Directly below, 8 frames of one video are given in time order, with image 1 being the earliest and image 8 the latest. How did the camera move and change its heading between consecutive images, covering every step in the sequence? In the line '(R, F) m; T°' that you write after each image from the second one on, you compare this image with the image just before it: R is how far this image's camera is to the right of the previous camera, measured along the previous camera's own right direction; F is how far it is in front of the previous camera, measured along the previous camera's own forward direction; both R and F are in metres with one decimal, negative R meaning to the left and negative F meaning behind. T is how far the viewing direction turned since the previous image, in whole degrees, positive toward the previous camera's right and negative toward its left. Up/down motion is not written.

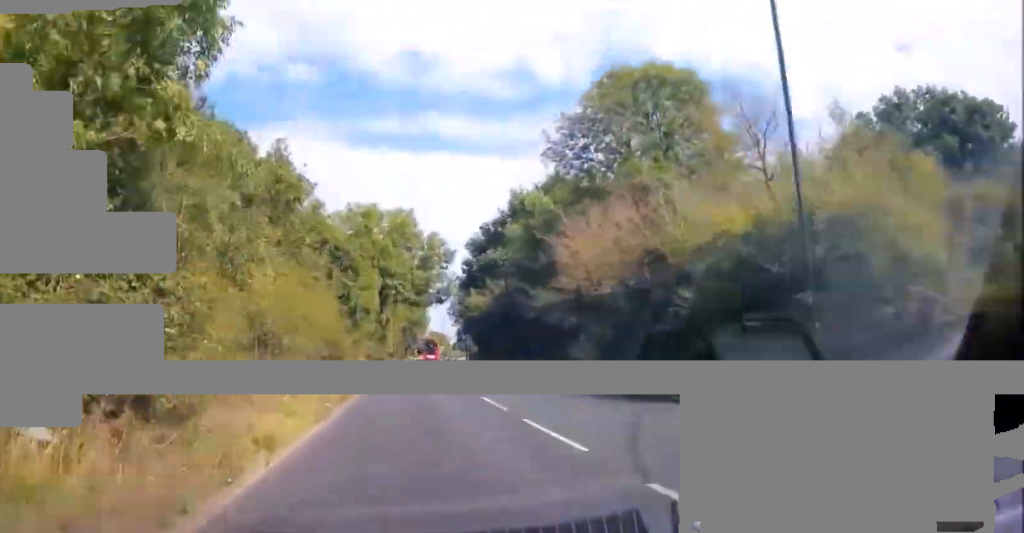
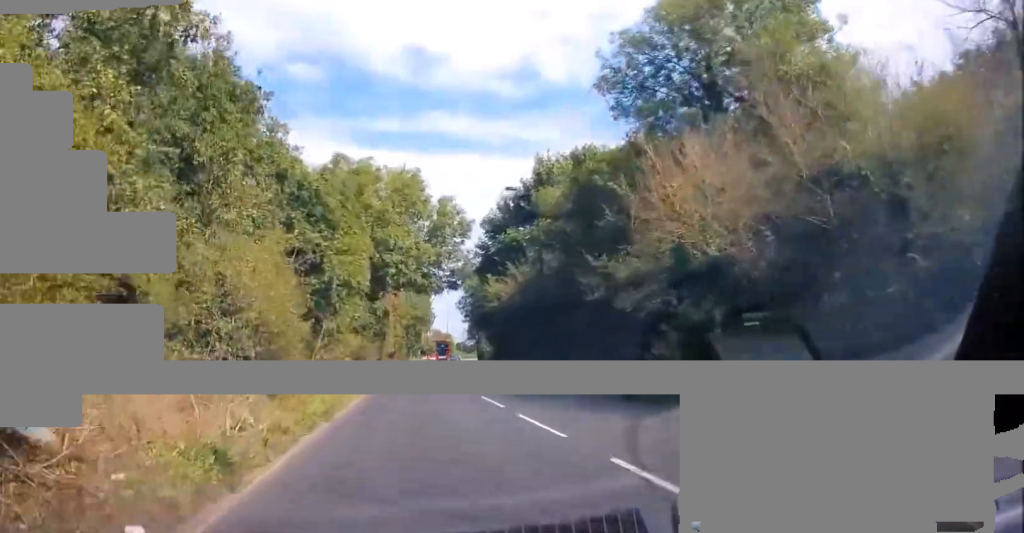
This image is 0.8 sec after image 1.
(0.0, +9.4) m; -2°
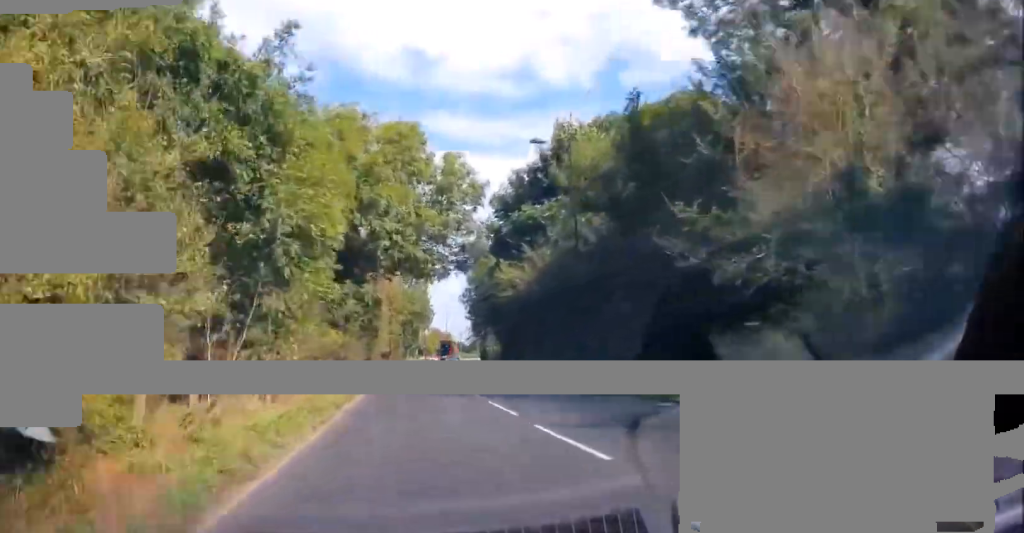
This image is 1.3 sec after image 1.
(-0.3, +9.5) m; -1°
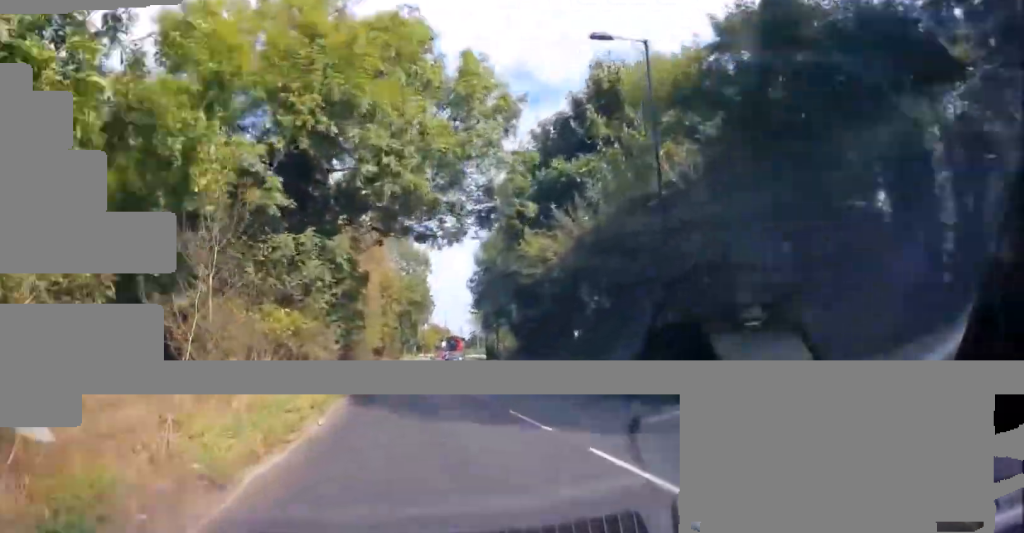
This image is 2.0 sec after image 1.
(-0.1, +11.8) m; -1°
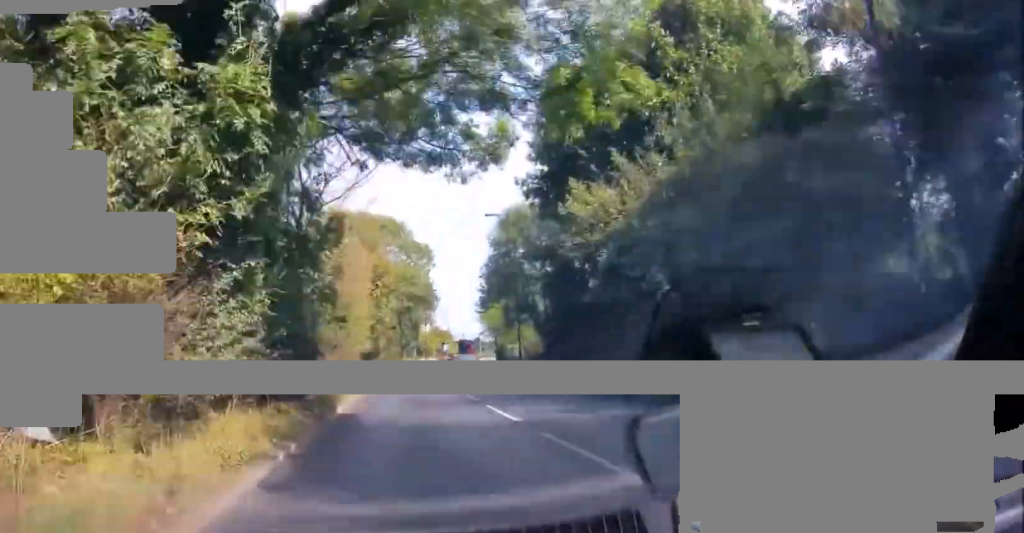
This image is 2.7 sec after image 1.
(0.0, +11.7) m; 0°
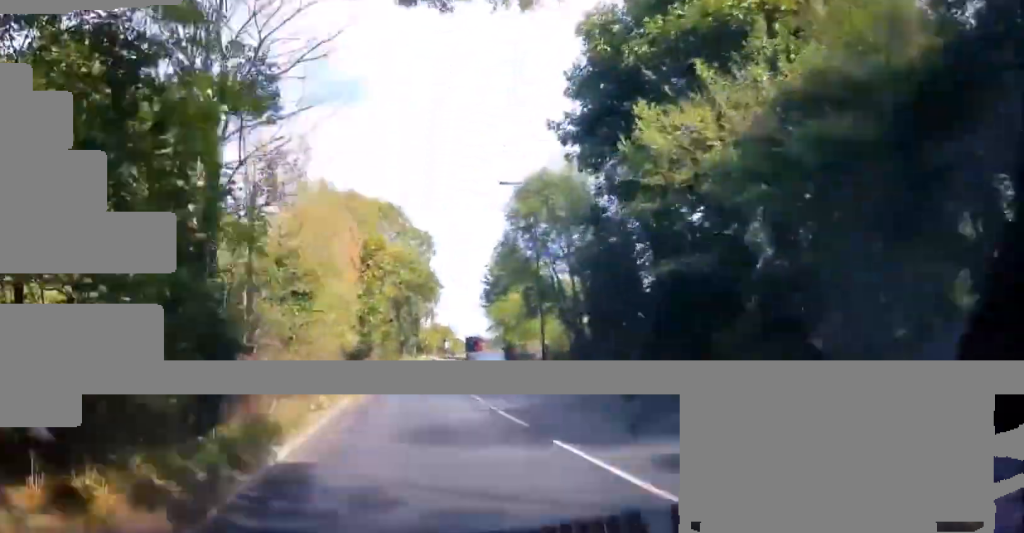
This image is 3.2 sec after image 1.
(-0.1, +8.1) m; -1°
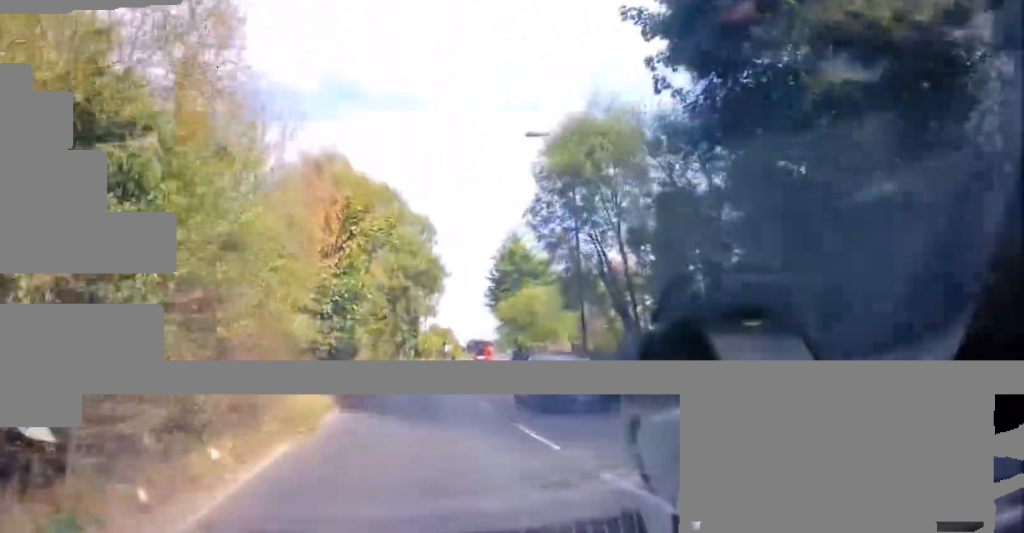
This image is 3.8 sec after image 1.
(0.0, +9.5) m; +2°
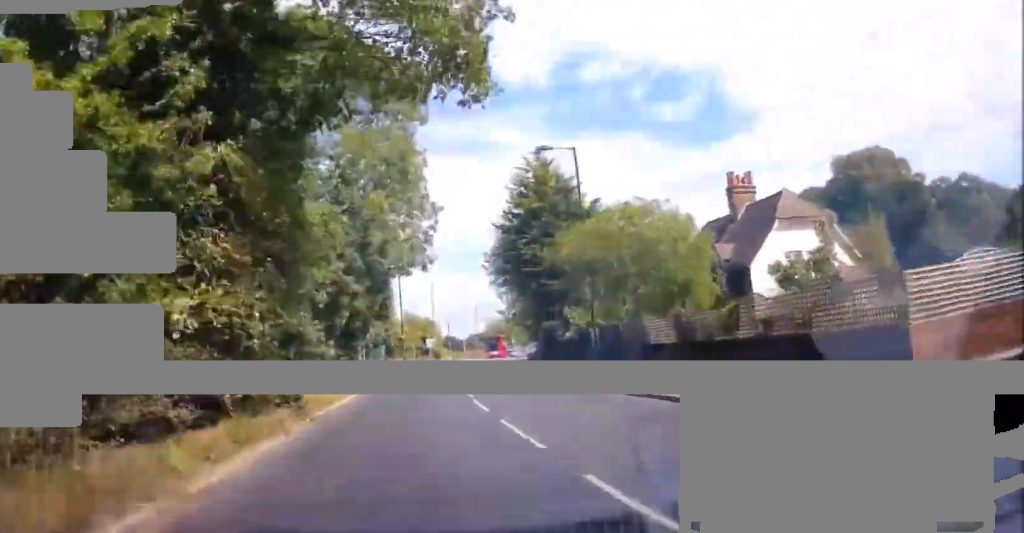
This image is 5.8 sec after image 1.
(+6.1, +31.4) m; +18°
